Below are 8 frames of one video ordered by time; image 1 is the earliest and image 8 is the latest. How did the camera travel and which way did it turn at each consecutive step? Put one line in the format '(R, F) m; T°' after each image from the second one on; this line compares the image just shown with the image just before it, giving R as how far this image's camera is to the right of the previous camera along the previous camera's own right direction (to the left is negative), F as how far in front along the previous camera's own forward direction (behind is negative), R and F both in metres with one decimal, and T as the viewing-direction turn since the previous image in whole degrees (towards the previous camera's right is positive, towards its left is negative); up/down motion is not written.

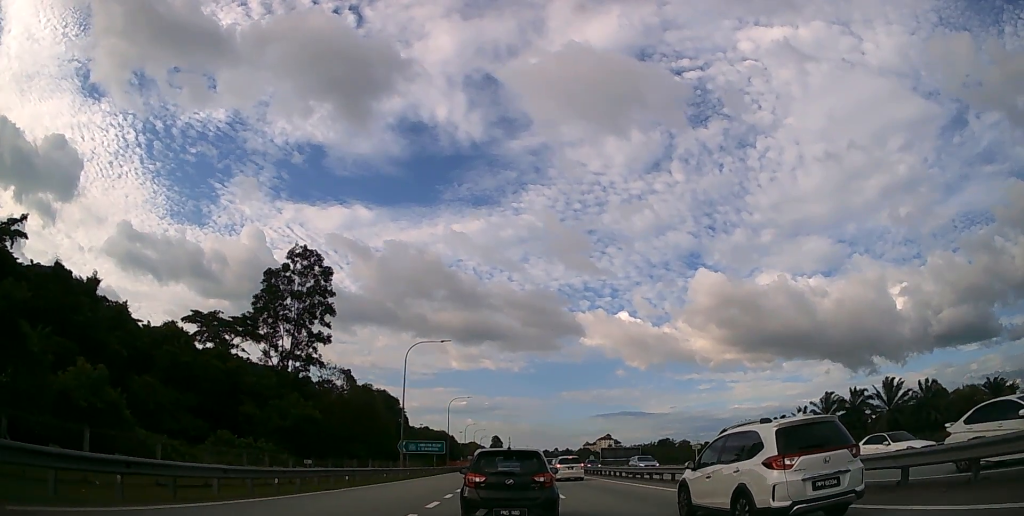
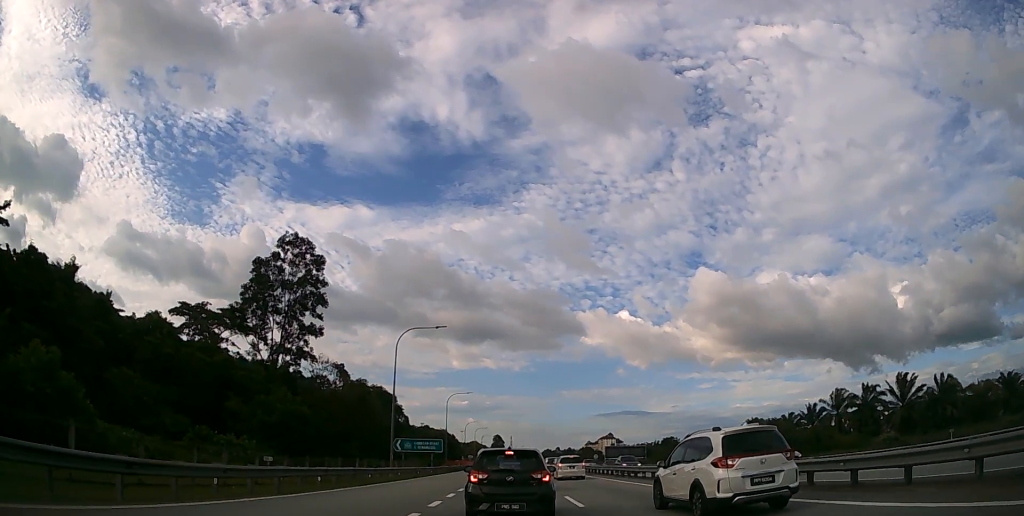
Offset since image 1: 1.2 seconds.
(0.0, +4.5) m; -1°
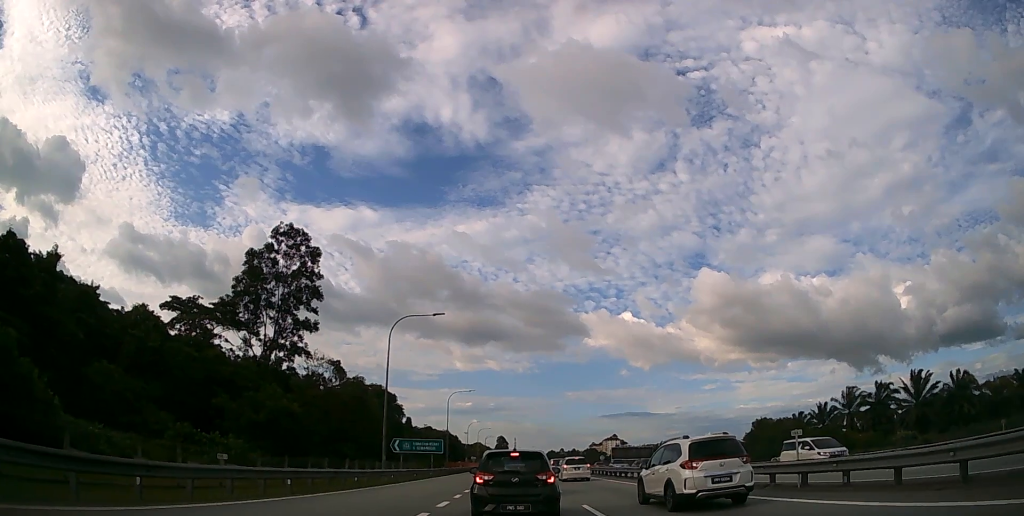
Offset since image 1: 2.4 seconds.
(0.0, +4.1) m; -1°
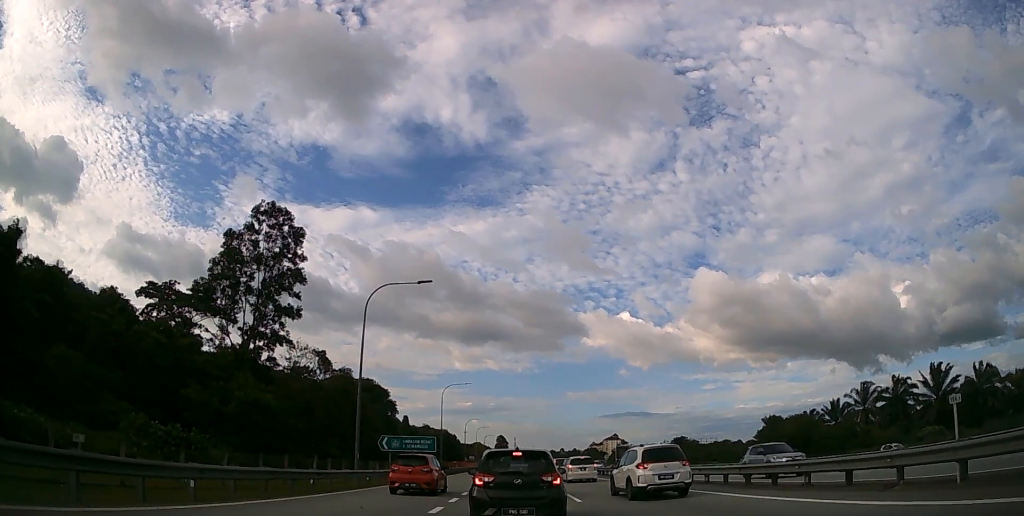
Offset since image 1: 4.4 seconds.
(0.0, +6.1) m; 0°
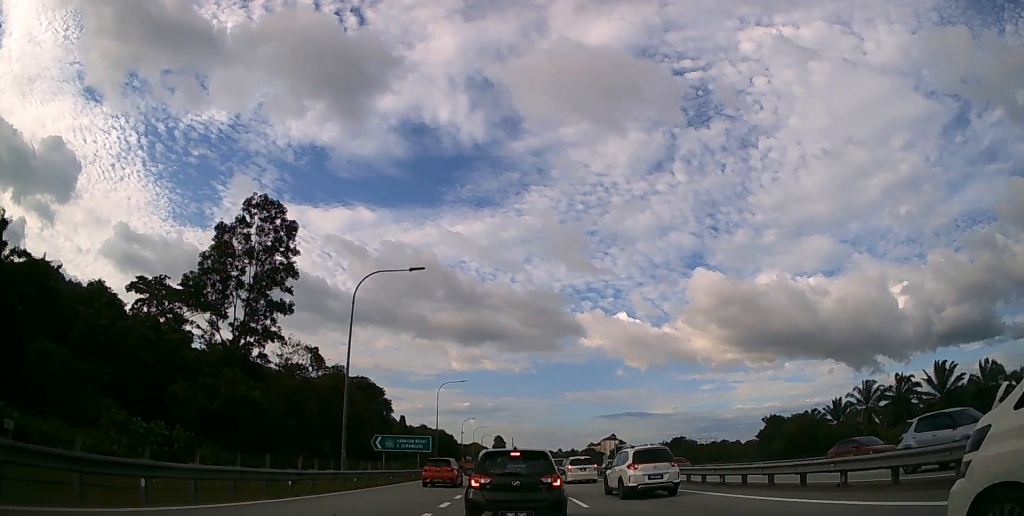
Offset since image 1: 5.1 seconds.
(0.0, +1.7) m; +1°
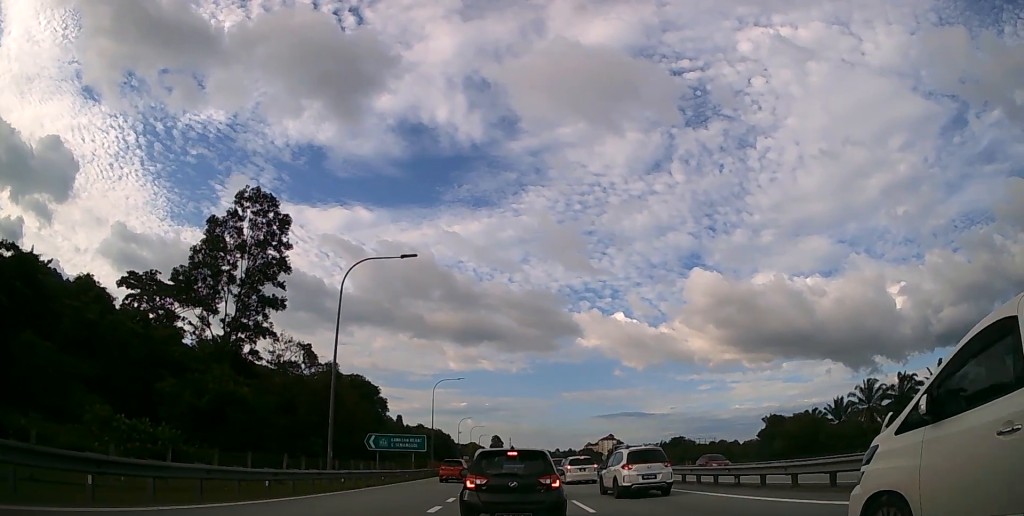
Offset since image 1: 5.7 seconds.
(0.0, +1.5) m; 0°
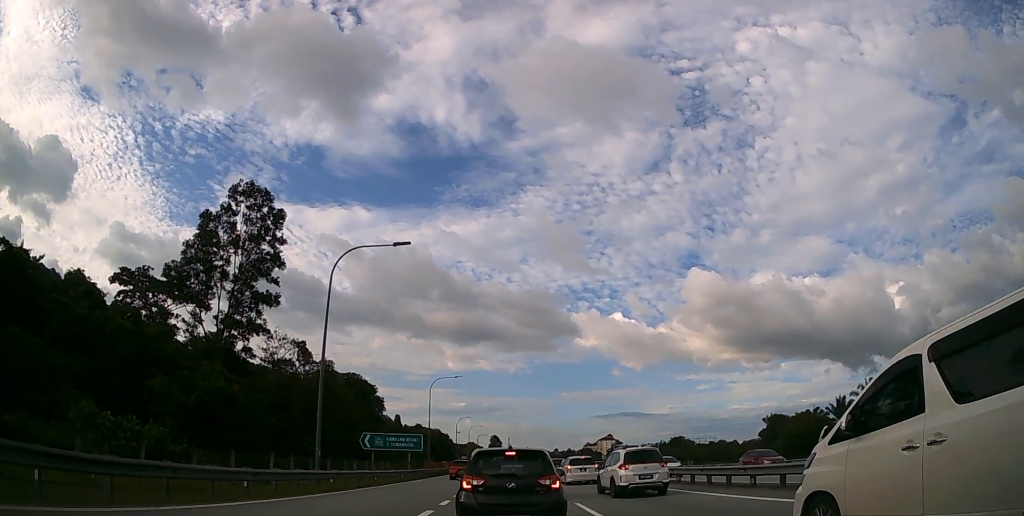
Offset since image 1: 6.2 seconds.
(0.0, +1.3) m; 0°
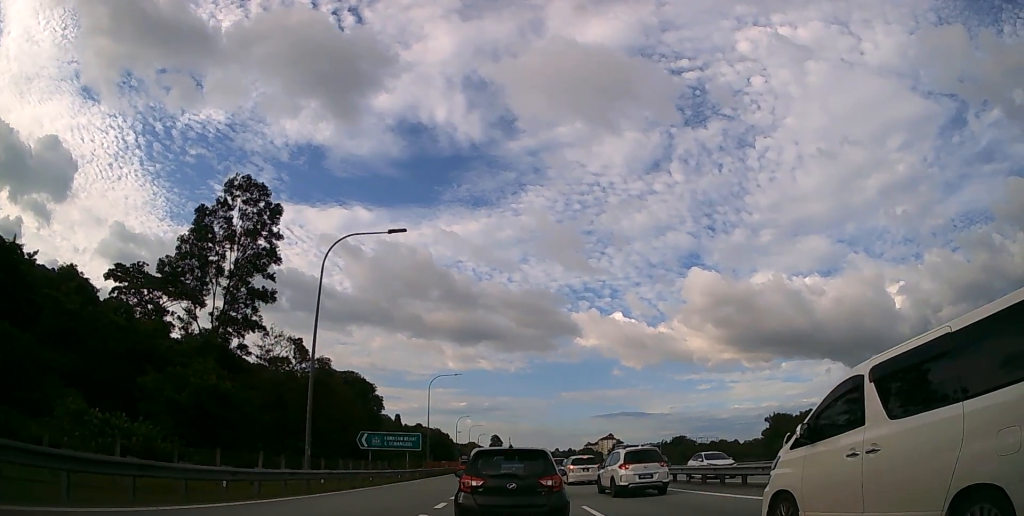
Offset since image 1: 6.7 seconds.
(0.0, +1.3) m; 0°
